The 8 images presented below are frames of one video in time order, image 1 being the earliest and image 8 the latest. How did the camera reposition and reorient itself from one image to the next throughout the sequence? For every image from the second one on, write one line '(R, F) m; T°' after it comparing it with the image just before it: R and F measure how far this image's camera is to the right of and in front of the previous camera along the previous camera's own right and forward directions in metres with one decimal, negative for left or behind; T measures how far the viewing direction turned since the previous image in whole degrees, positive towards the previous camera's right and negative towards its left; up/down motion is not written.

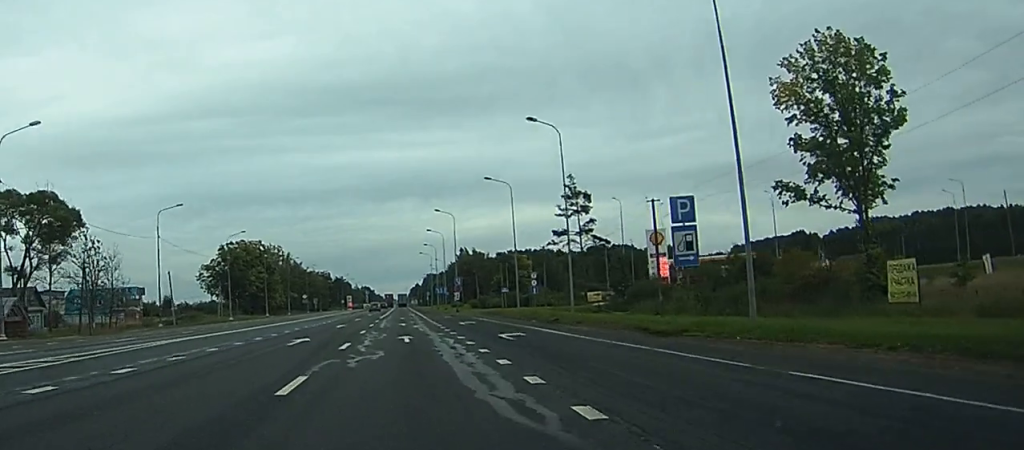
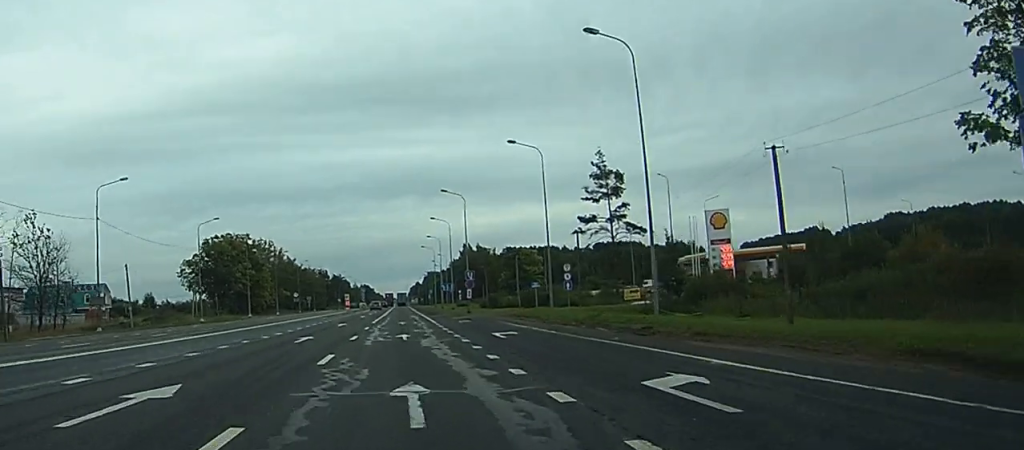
(-0.1, +18.1) m; 0°
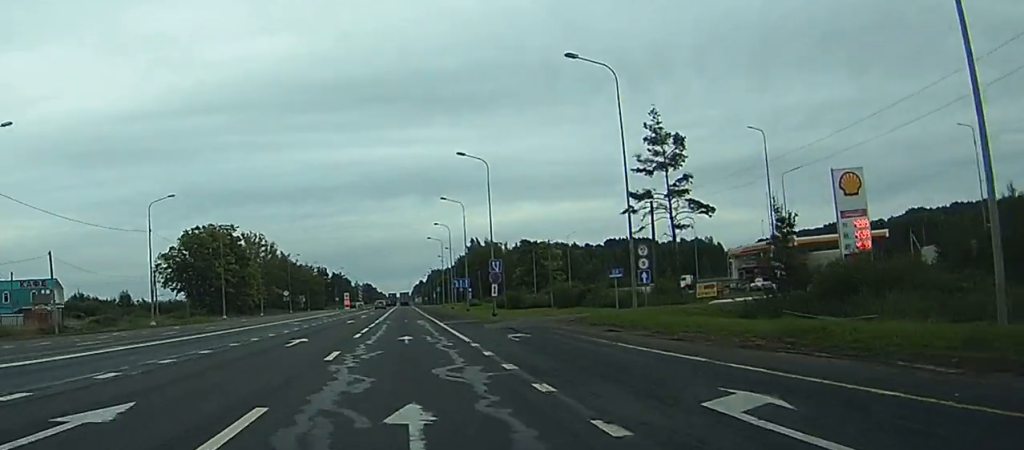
(0.0, +22.4) m; 0°
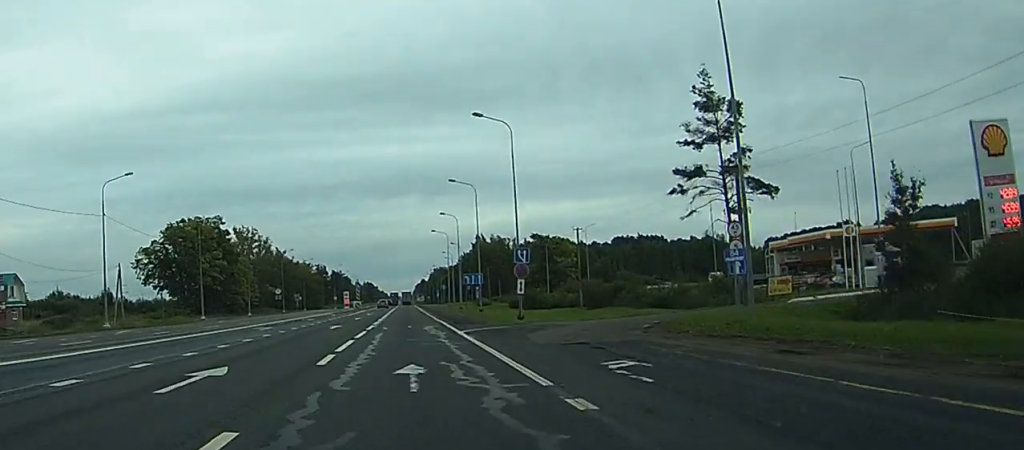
(0.0, +14.0) m; 0°
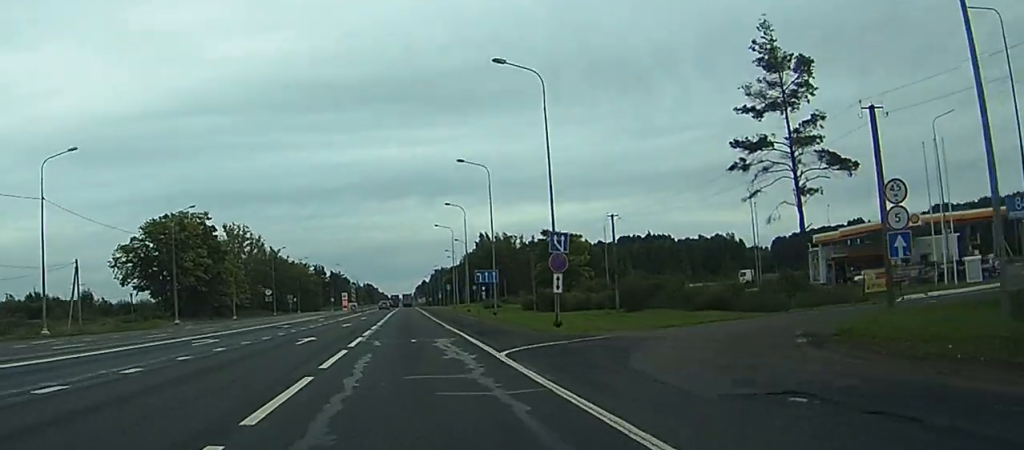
(-0.1, +12.7) m; 0°
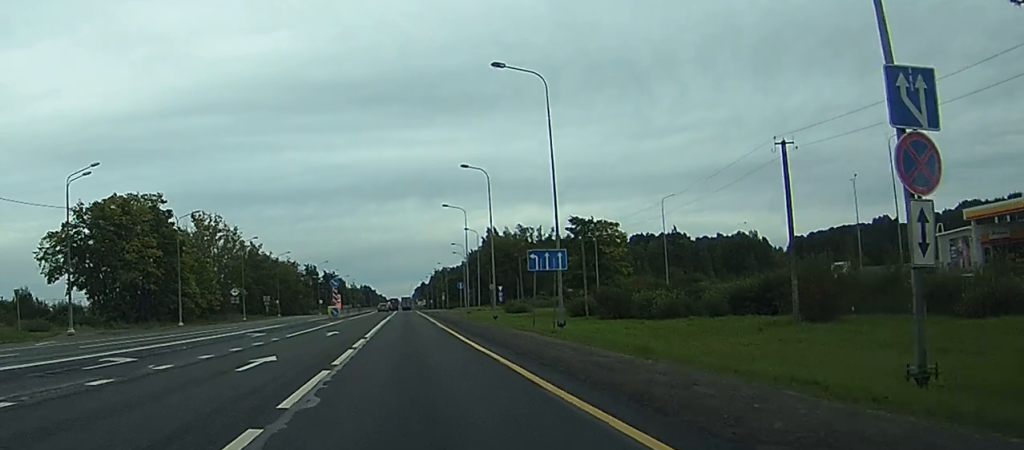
(0.0, +29.7) m; 0°
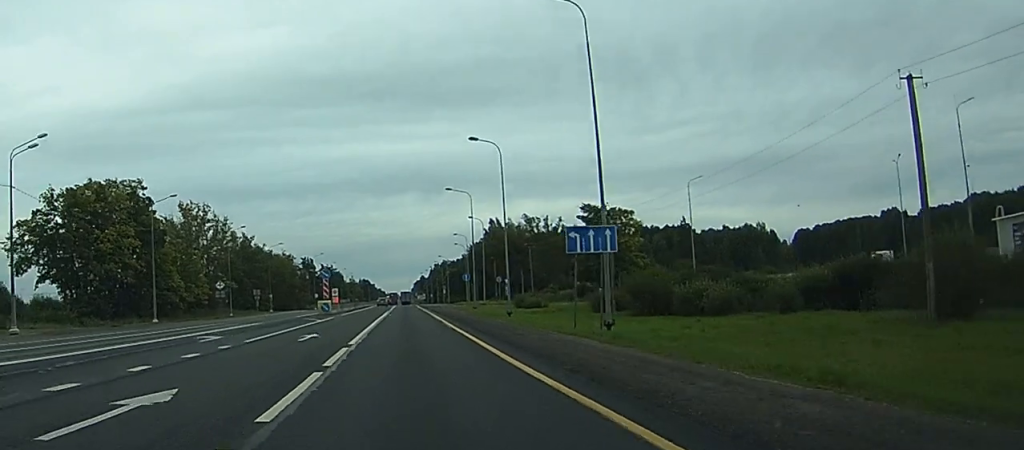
(+0.1, +9.9) m; 0°
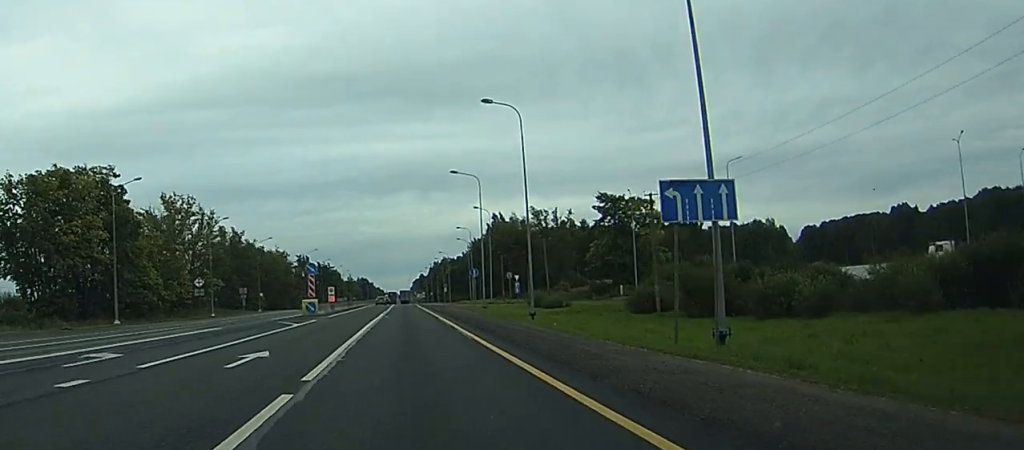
(0.0, +11.4) m; 0°
